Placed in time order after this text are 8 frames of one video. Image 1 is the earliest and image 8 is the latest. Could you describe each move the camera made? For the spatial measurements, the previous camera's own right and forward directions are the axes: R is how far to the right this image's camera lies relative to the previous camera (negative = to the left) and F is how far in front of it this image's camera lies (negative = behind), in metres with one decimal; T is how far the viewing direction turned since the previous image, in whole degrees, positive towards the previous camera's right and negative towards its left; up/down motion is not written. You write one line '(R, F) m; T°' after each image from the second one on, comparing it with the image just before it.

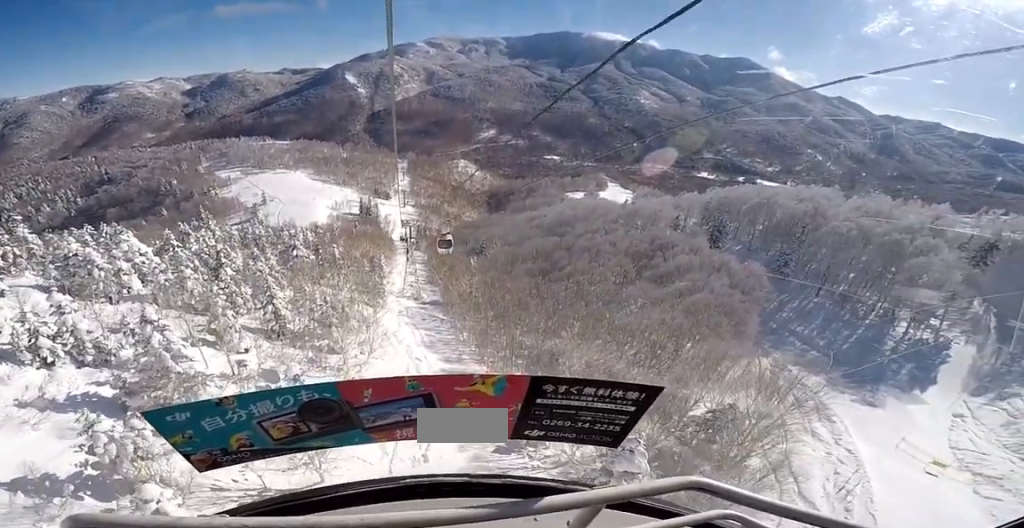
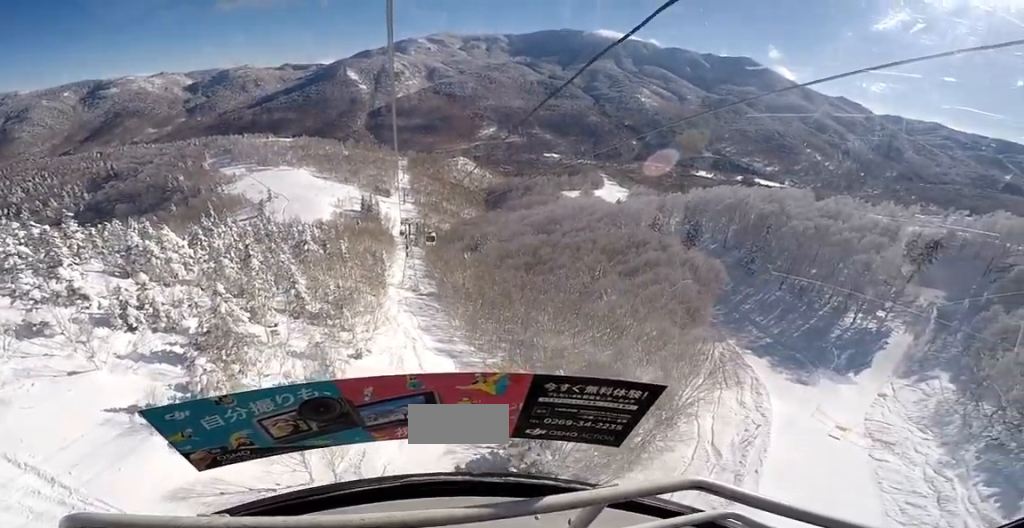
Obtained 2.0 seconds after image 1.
(0.0, +9.0) m; 0°
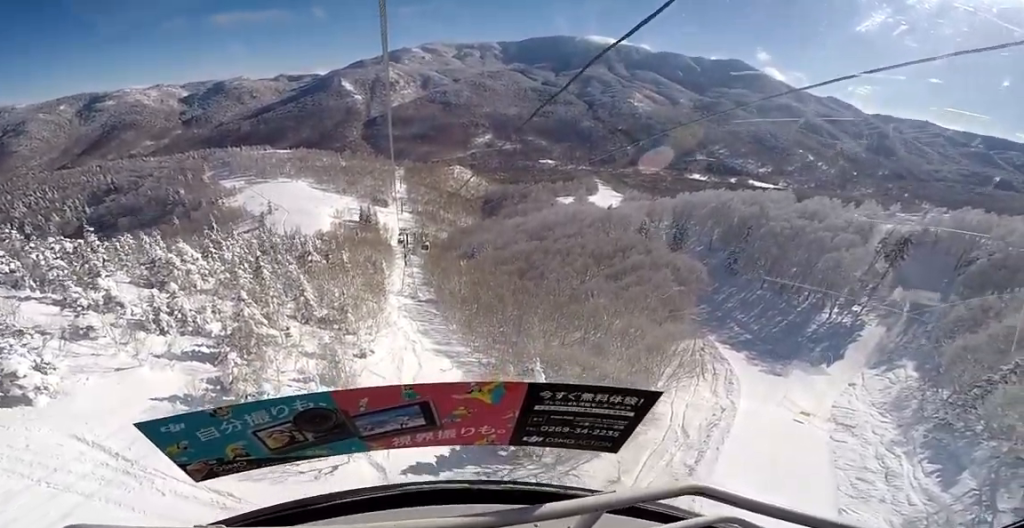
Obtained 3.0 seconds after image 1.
(0.0, +4.6) m; 0°
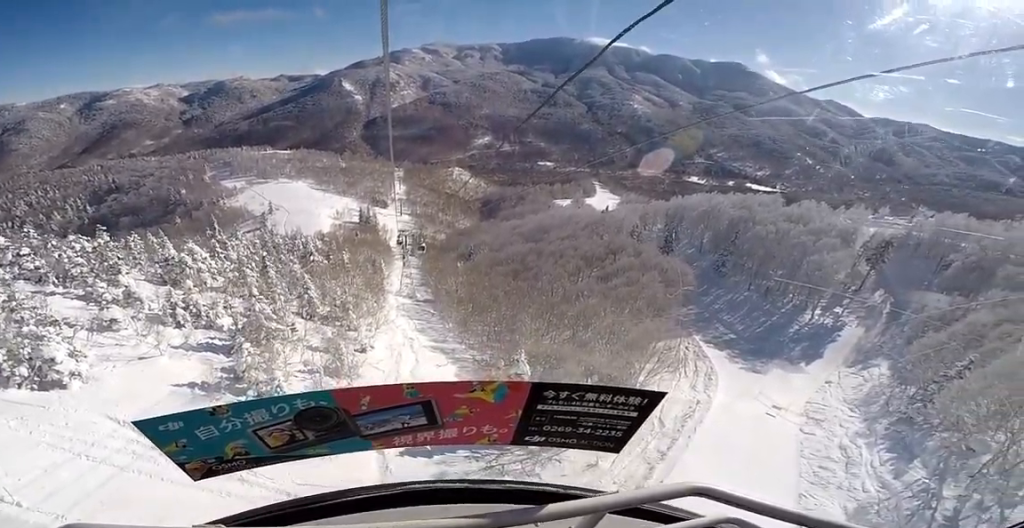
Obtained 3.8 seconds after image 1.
(0.0, +3.2) m; 0°
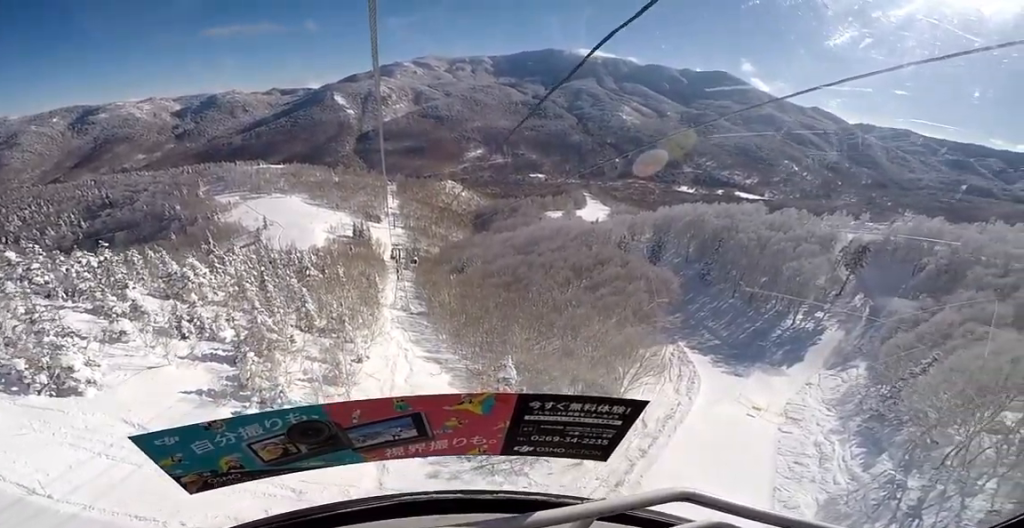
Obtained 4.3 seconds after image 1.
(0.0, +2.4) m; 0°
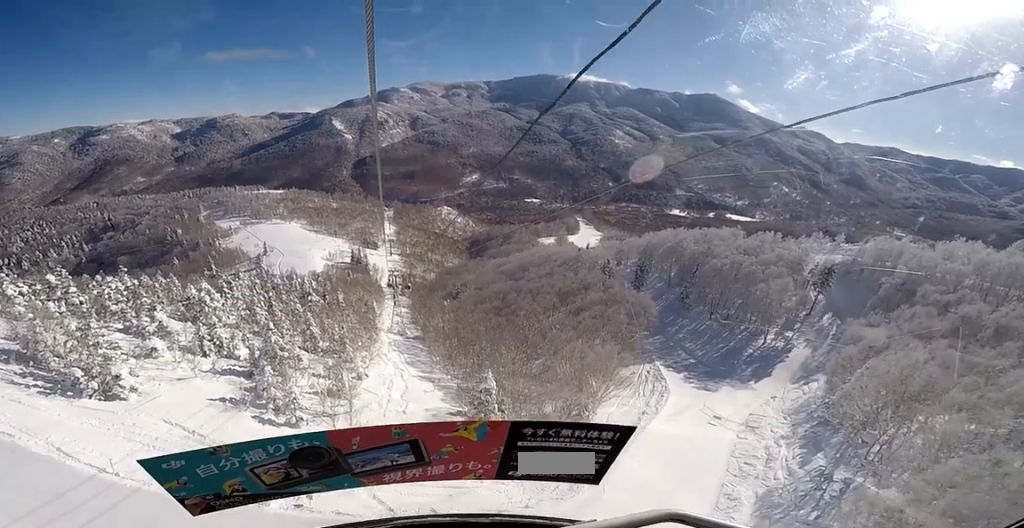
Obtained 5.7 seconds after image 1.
(0.0, +6.1) m; 0°
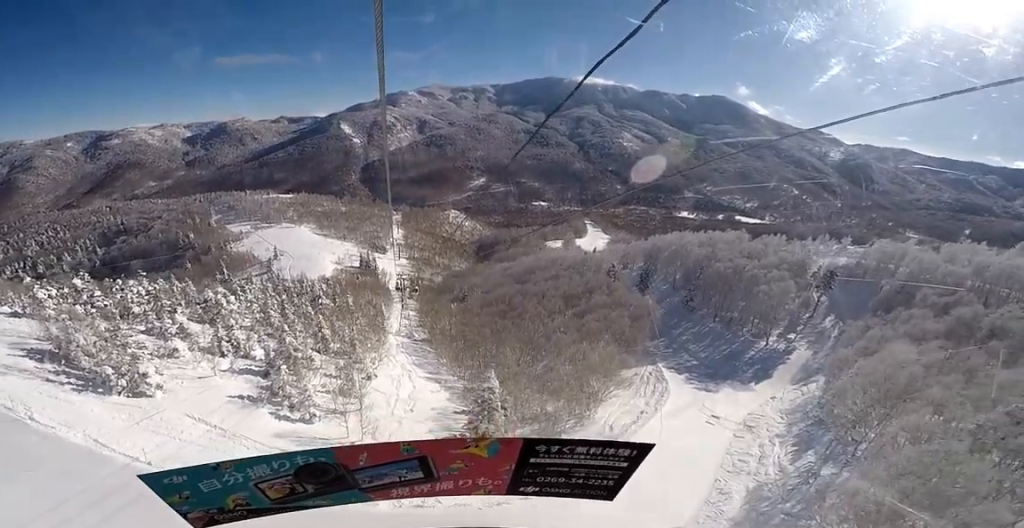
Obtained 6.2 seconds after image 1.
(0.0, +2.4) m; 0°
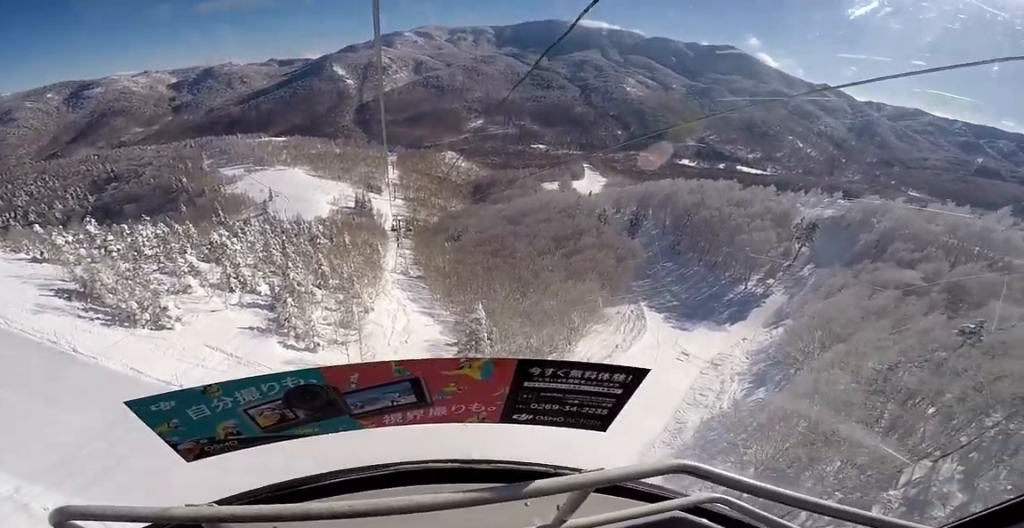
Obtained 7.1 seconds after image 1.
(0.0, +4.4) m; 0°
